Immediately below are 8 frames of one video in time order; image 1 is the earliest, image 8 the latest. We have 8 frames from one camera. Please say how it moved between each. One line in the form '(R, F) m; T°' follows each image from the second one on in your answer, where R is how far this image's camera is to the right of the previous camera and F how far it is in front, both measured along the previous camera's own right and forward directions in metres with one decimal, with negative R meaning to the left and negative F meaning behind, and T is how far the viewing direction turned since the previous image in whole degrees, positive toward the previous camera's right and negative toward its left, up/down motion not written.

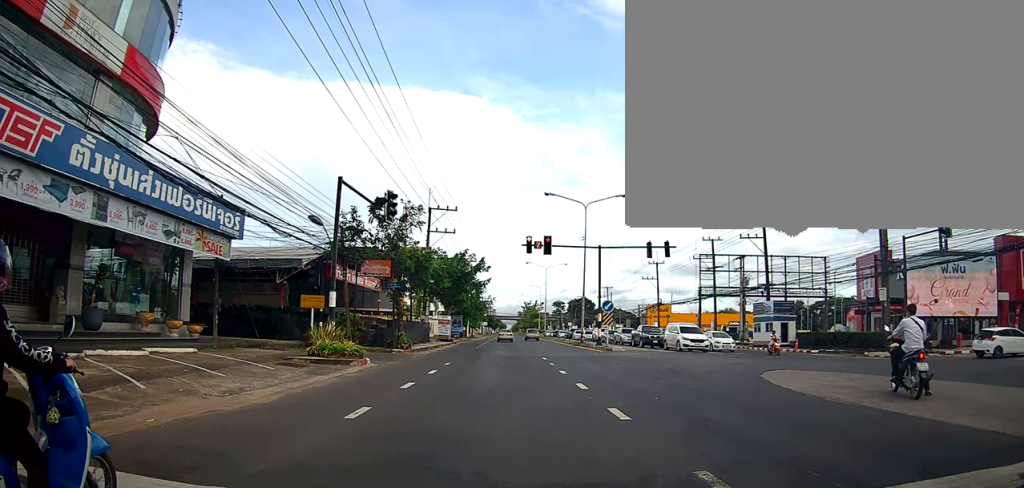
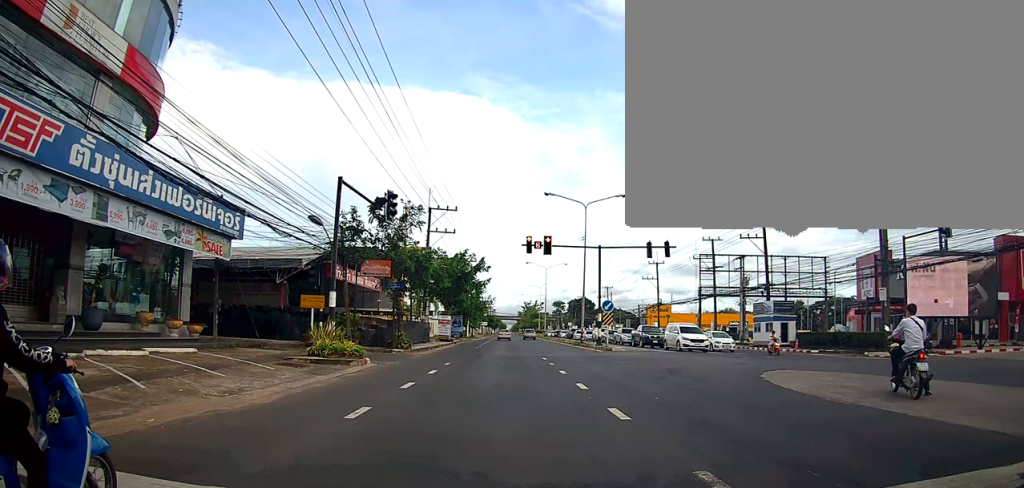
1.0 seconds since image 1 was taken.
(0.0, 0.0) m; 0°
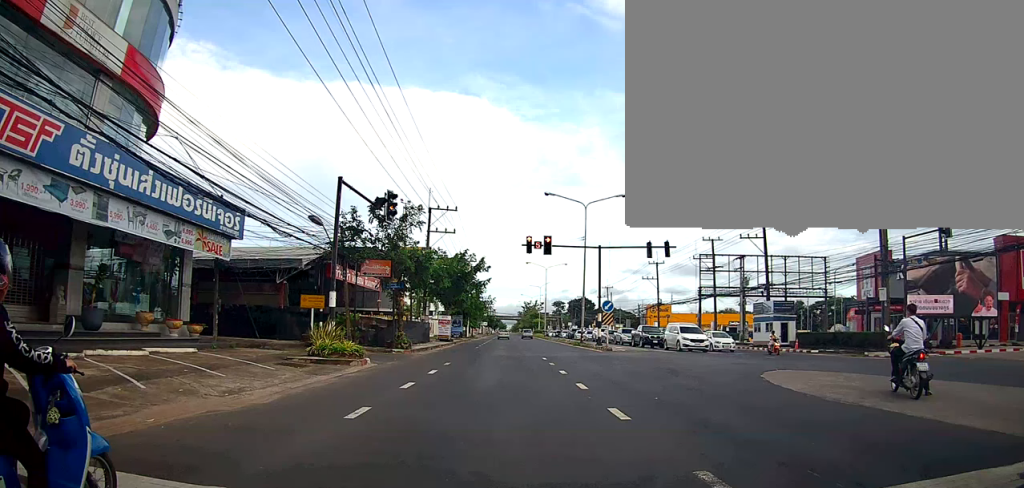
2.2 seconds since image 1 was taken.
(0.0, 0.0) m; 0°
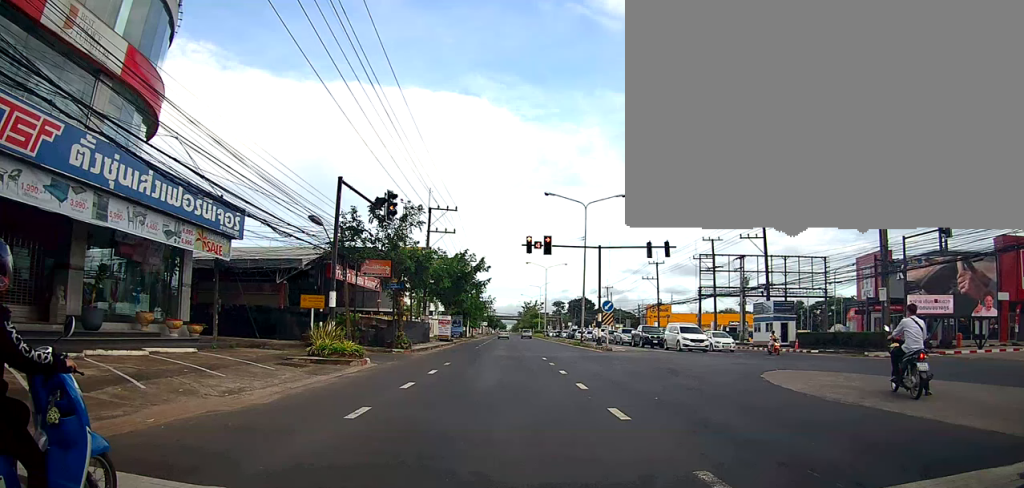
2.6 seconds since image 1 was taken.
(0.0, 0.0) m; 0°
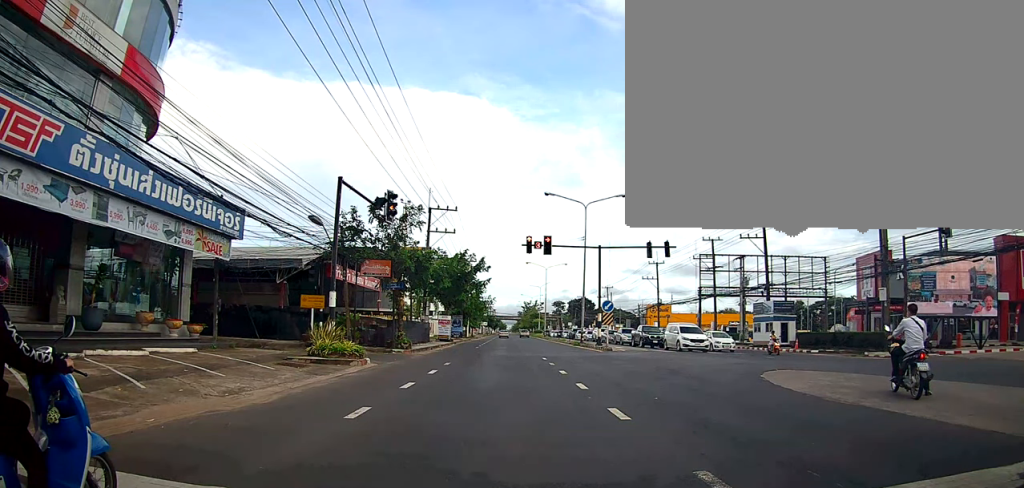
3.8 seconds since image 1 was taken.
(0.0, 0.0) m; 0°
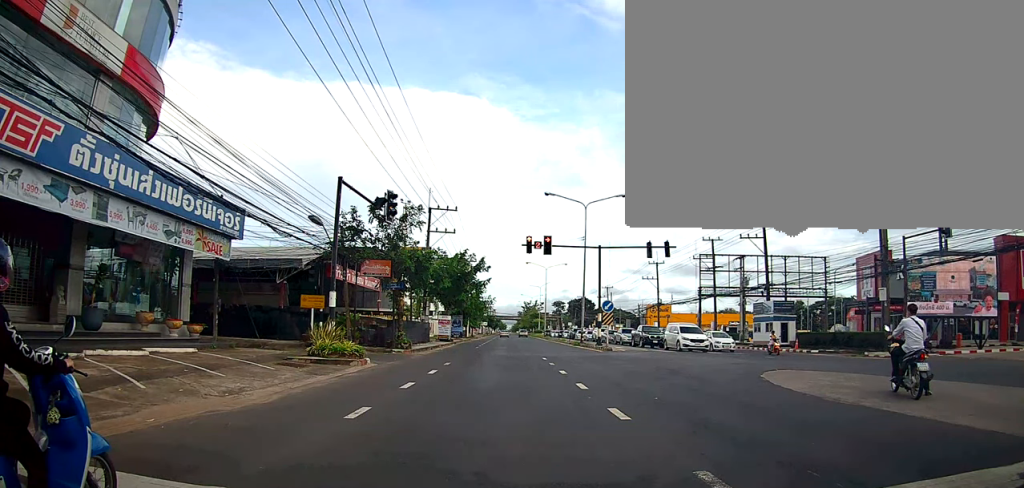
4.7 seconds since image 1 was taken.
(0.0, 0.0) m; 0°
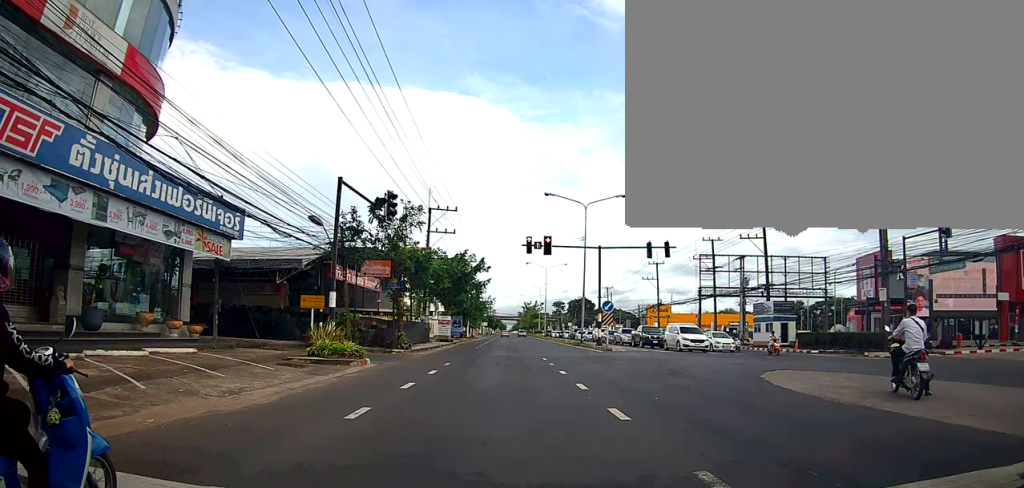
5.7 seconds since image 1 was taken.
(0.0, 0.0) m; 0°
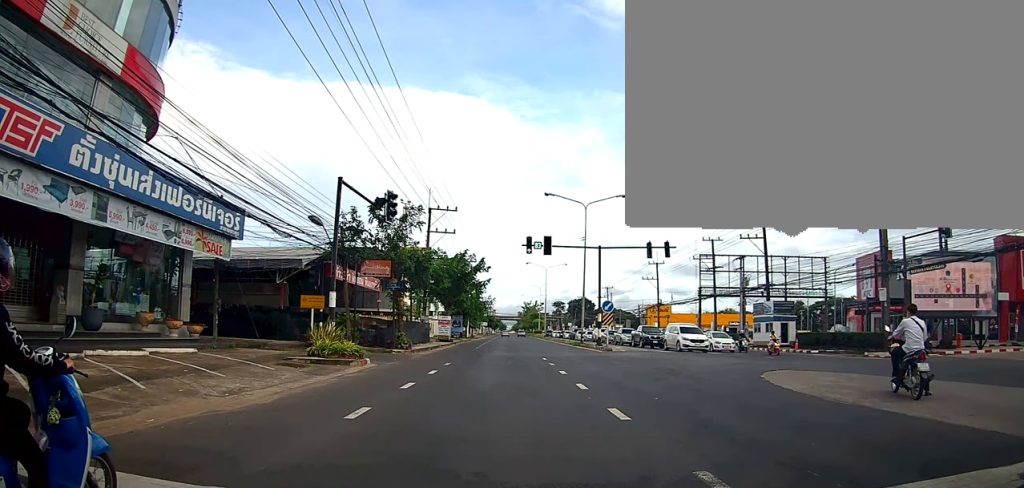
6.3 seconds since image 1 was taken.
(0.0, 0.0) m; 0°
